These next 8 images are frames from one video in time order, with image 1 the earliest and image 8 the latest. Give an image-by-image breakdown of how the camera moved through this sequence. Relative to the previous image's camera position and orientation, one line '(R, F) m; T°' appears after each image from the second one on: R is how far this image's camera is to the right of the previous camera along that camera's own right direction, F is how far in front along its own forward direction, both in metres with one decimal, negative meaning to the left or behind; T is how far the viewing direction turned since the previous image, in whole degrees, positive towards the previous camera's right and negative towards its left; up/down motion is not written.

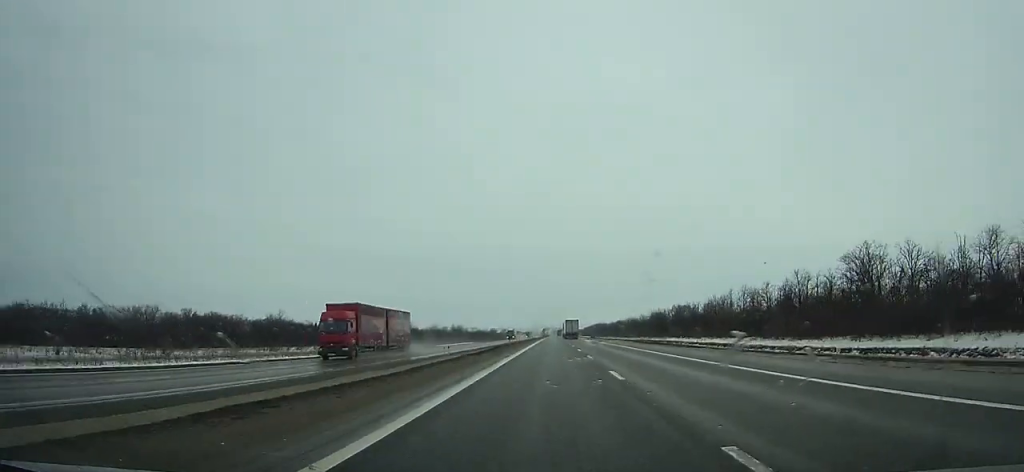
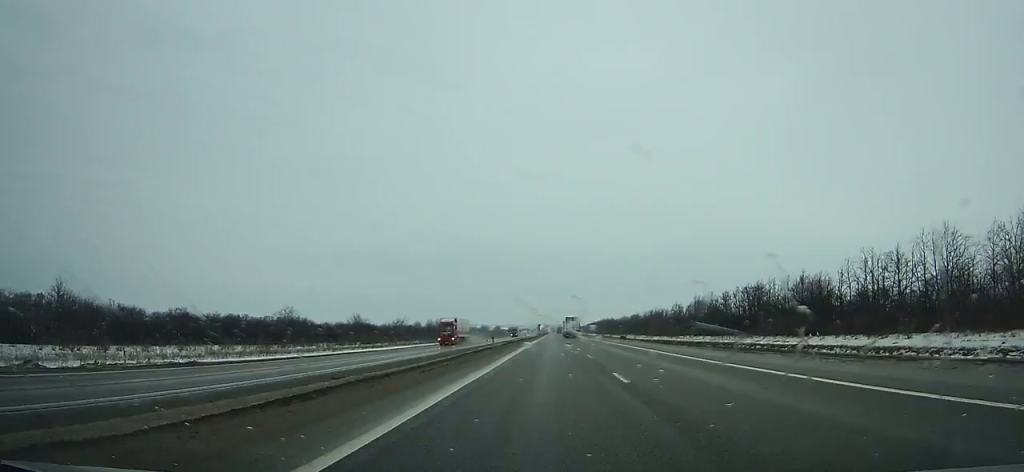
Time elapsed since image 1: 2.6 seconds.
(+0.1, +75.0) m; 0°
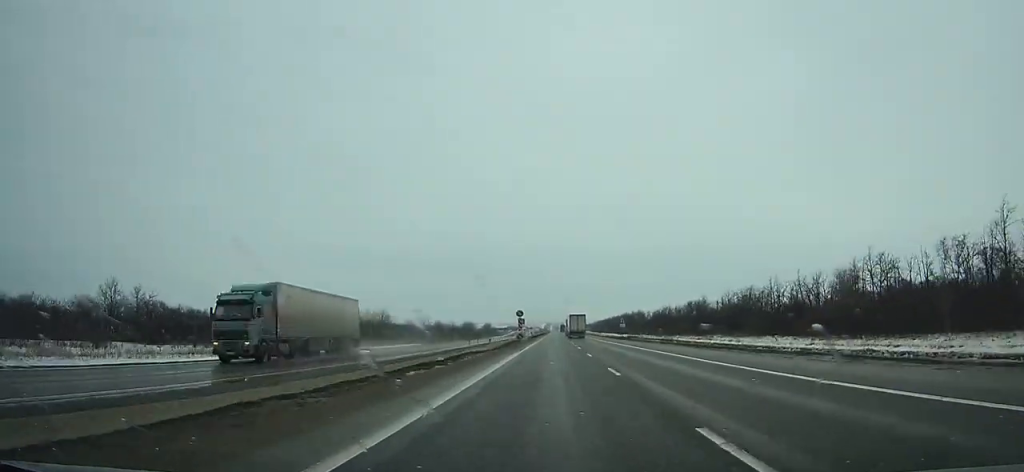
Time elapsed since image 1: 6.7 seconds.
(-0.2, +119.7) m; 0°
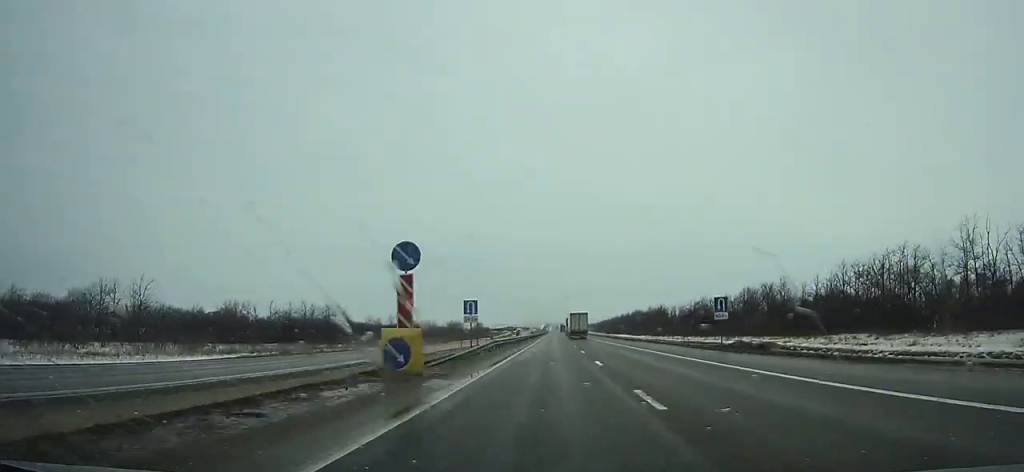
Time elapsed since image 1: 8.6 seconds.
(0.0, +56.2) m; 0°
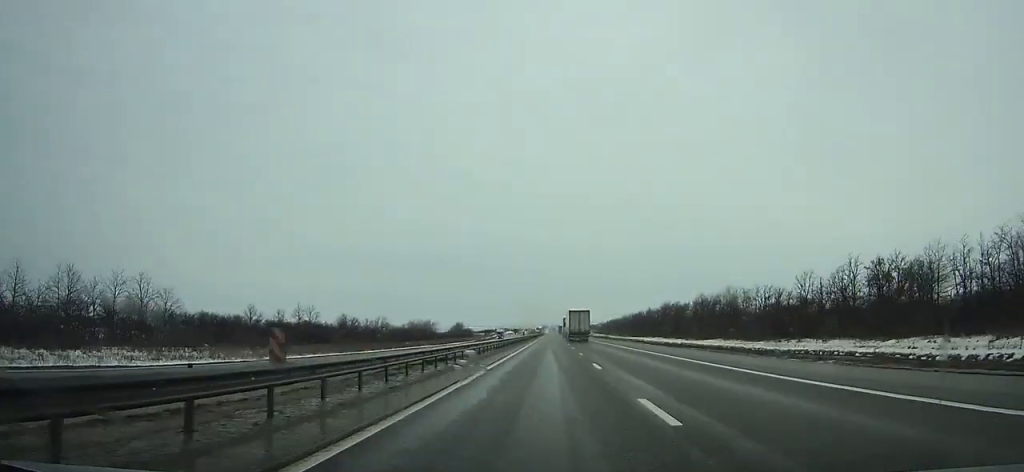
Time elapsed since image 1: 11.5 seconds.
(+0.1, +87.1) m; 0°
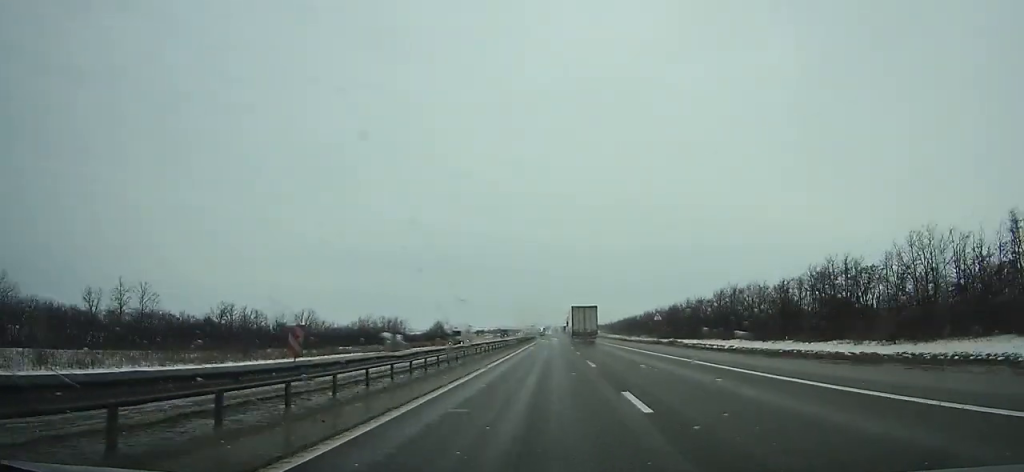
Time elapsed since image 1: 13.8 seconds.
(+0.1, +70.1) m; 0°
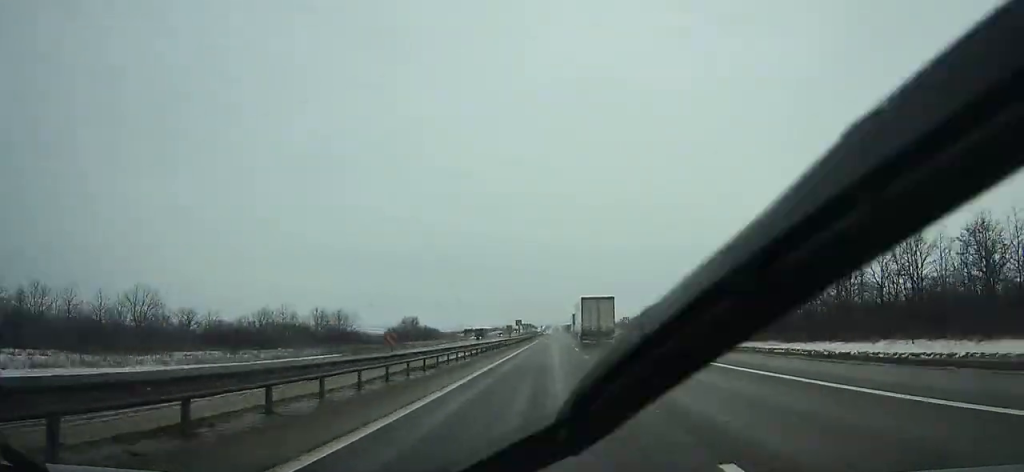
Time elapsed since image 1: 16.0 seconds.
(-0.1, +67.9) m; 0°
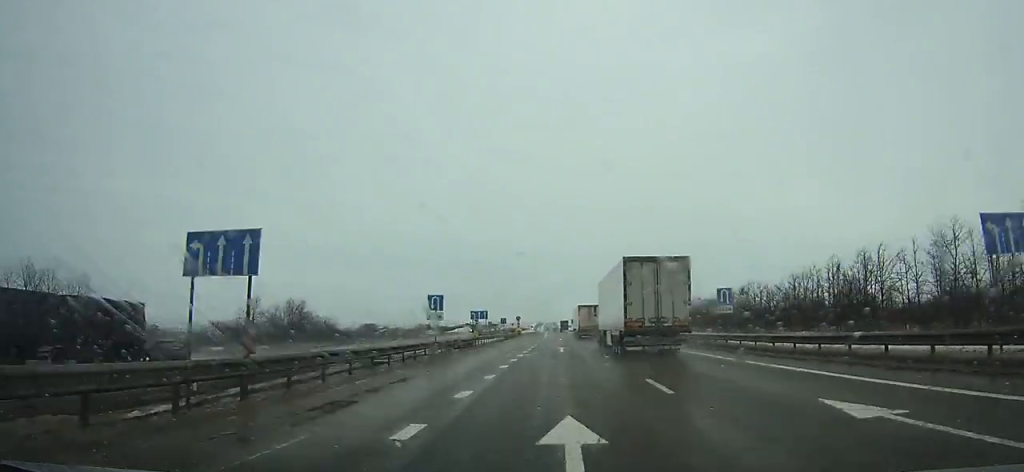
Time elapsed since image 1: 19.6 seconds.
(+0.3, +111.8) m; 0°
